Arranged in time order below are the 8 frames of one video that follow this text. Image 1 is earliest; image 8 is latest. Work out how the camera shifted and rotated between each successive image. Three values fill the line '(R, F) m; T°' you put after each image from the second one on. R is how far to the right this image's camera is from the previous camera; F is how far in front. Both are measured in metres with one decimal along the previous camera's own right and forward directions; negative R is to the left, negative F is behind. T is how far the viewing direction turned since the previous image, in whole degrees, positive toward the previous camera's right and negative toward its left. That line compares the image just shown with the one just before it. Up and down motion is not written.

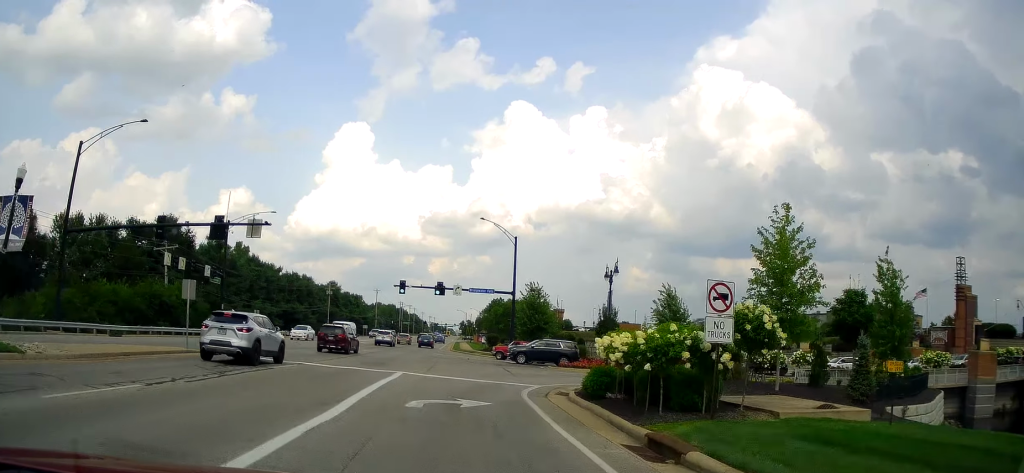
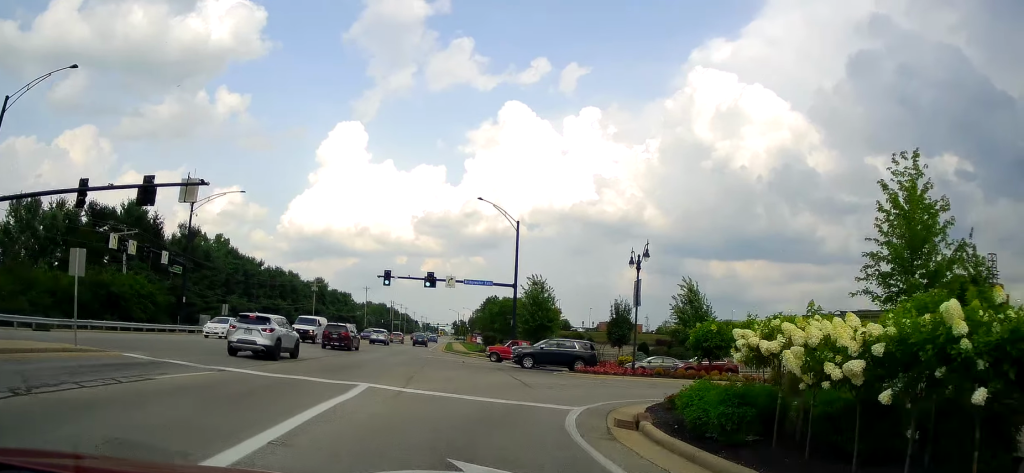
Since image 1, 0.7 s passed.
(0.0, +8.7) m; +1°
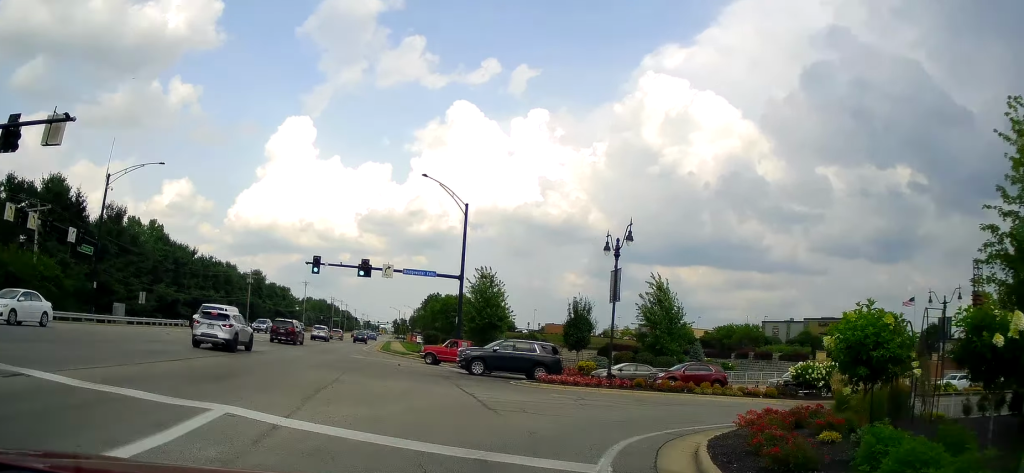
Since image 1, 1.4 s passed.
(0.0, +7.7) m; +2°
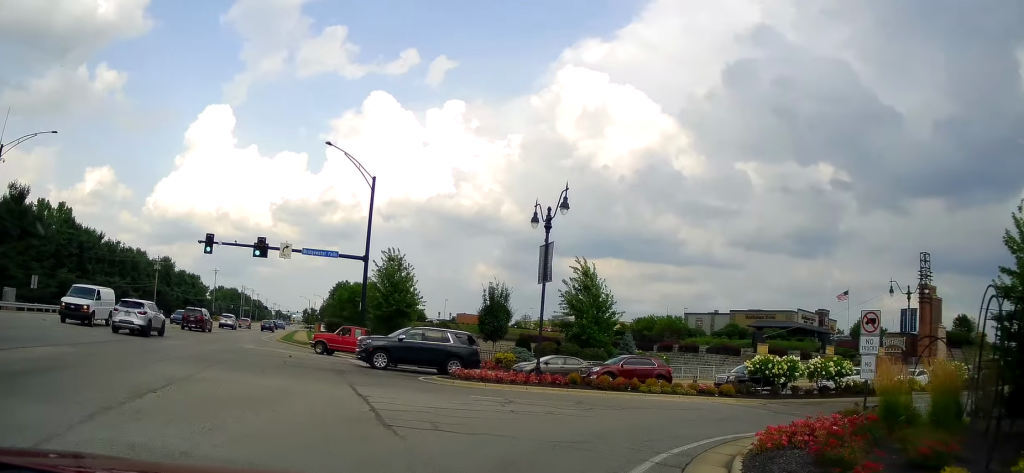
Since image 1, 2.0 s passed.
(-0.1, +5.3) m; +4°
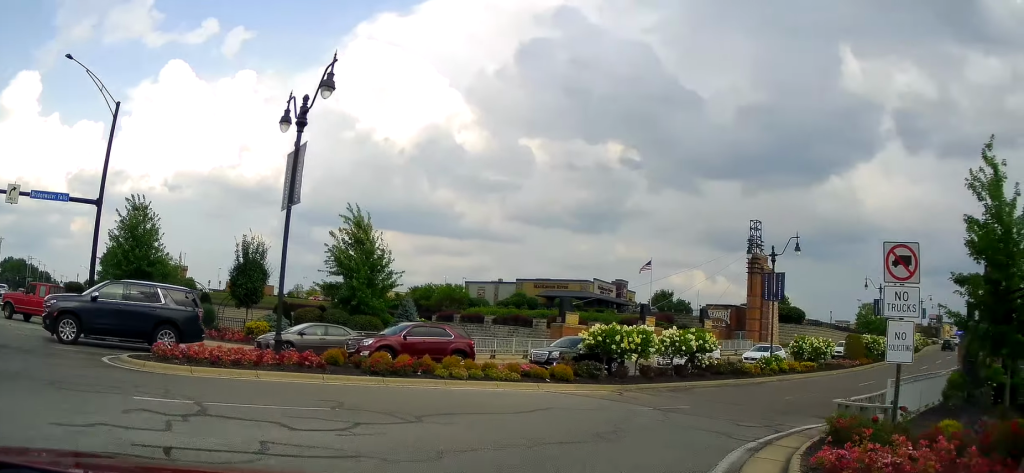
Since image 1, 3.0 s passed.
(+0.8, +8.7) m; +16°
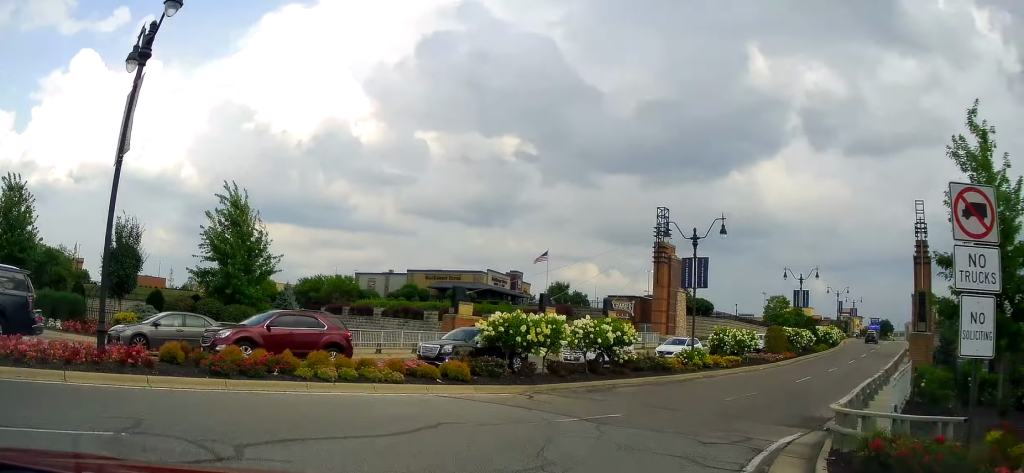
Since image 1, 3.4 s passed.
(+0.4, +3.5) m; +8°
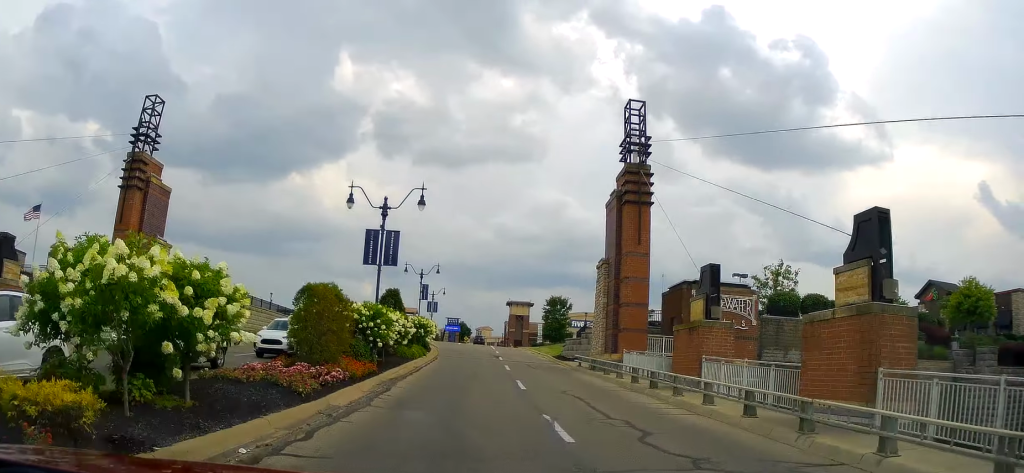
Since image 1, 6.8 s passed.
(+13.4, +22.2) m; +48°
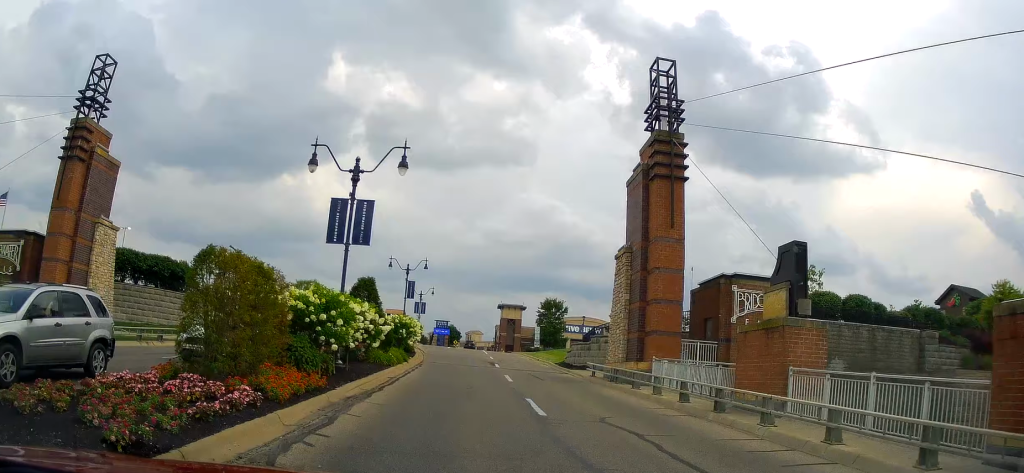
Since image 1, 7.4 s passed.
(0.0, +5.6) m; +3°
